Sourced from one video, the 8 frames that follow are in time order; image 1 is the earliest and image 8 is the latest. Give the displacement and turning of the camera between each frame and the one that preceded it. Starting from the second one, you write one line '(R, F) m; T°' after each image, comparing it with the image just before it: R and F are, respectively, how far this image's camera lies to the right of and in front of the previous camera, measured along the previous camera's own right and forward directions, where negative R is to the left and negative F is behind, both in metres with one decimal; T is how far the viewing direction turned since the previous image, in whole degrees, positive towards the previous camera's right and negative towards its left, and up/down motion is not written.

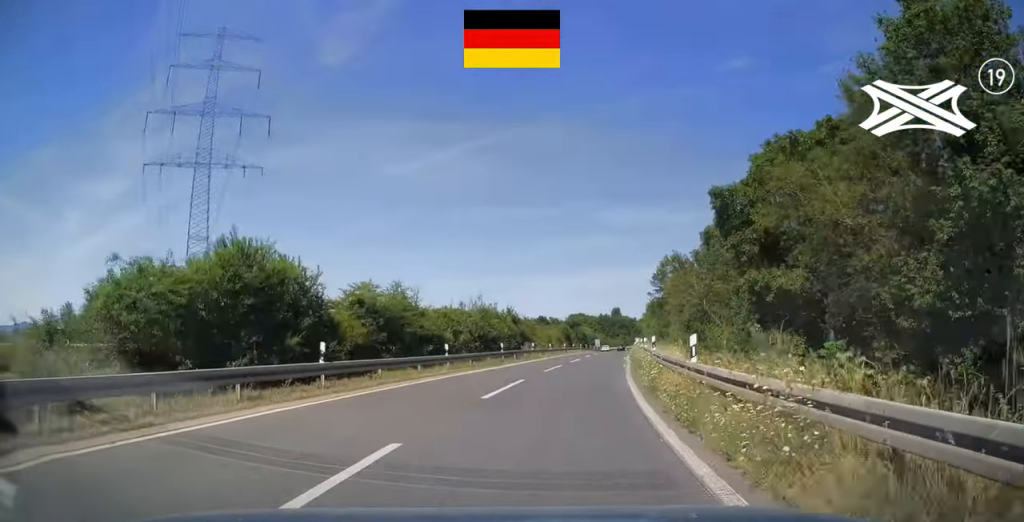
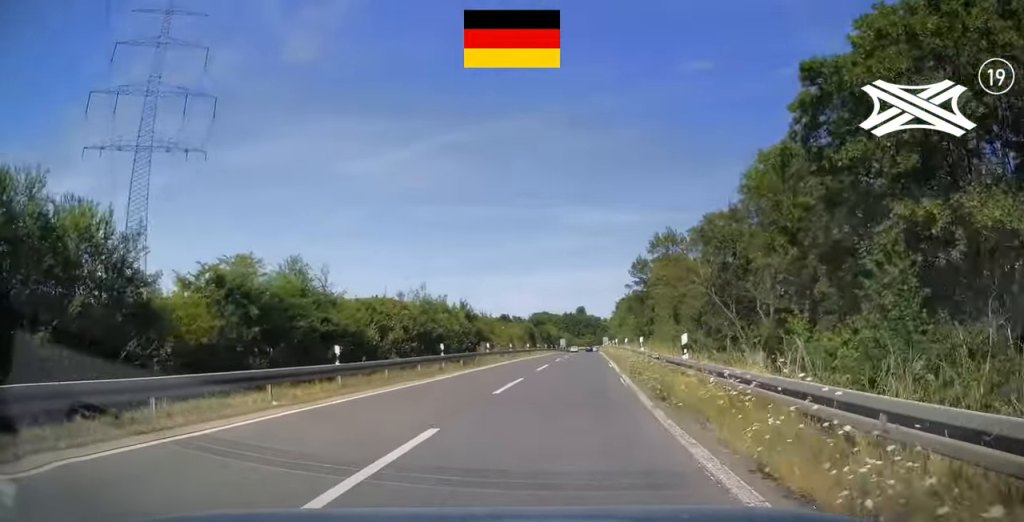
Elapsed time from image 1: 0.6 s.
(+0.4, +10.5) m; +3°
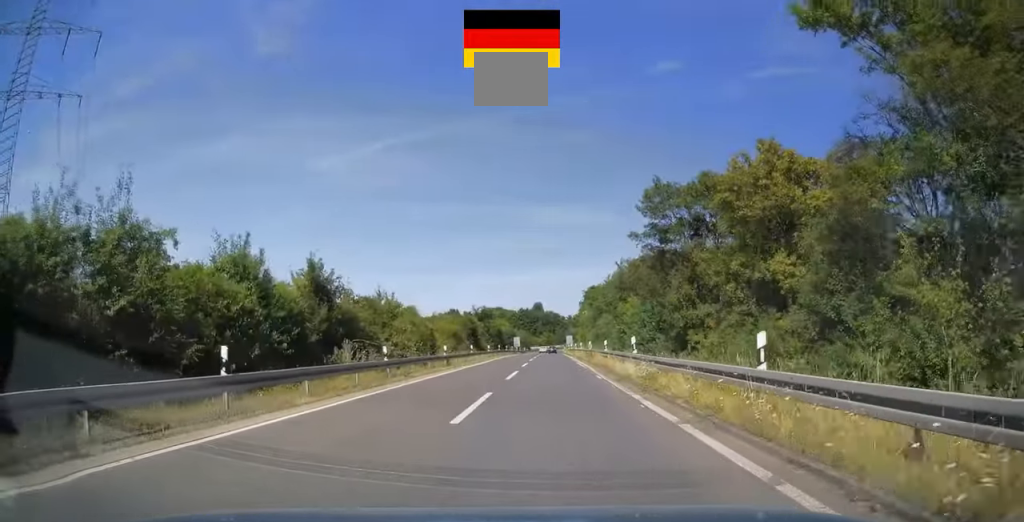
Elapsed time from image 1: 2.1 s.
(+1.9, +28.9) m; +6°
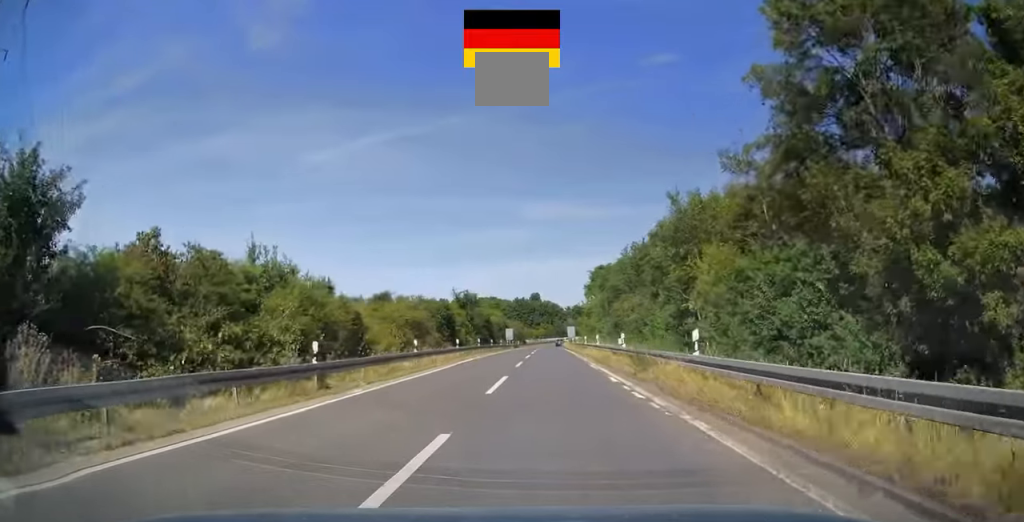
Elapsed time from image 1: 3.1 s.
(+0.2, +19.5) m; 0°
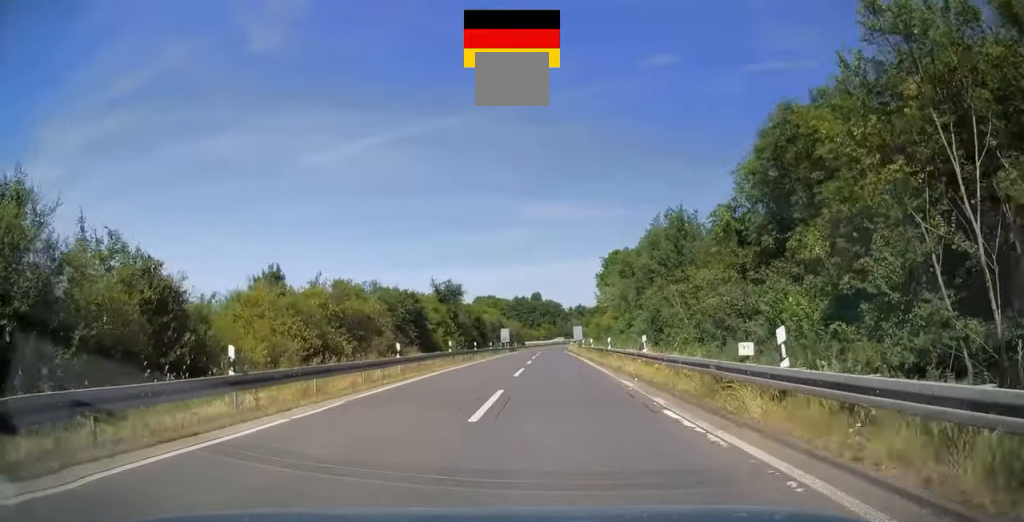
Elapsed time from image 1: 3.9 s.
(-0.1, +16.6) m; 0°
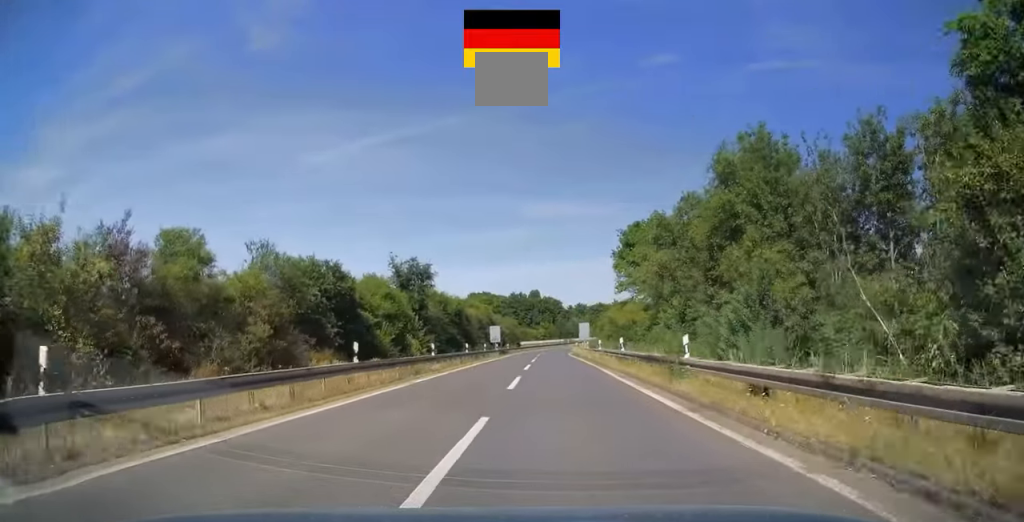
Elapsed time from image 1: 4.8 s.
(+0.2, +17.5) m; 0°
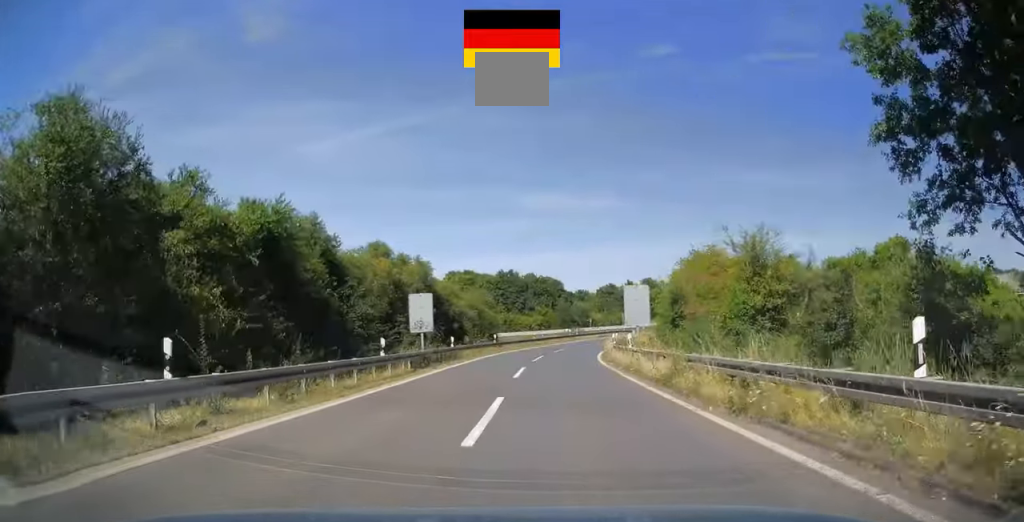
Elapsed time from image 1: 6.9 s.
(-0.2, +44.9) m; +1°
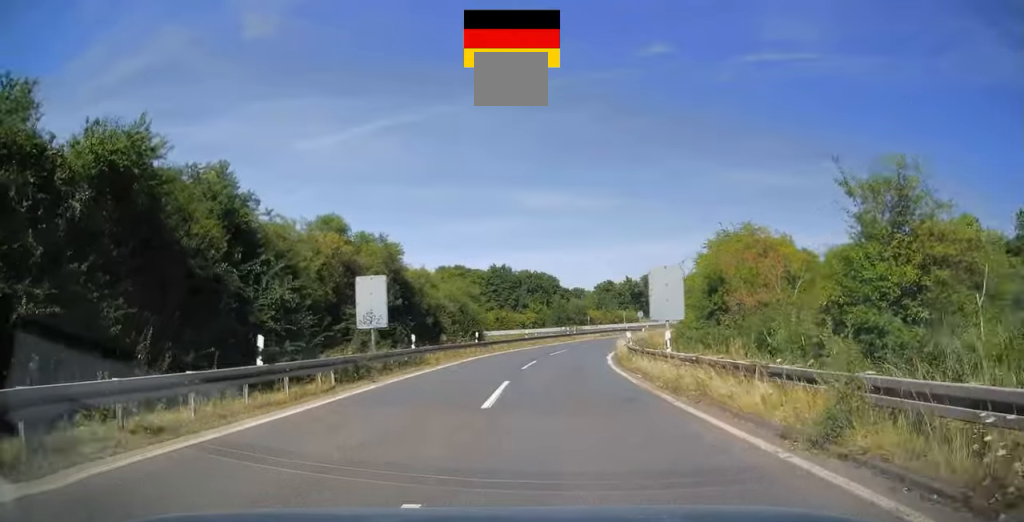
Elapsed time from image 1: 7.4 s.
(0.0, +8.6) m; +1°
